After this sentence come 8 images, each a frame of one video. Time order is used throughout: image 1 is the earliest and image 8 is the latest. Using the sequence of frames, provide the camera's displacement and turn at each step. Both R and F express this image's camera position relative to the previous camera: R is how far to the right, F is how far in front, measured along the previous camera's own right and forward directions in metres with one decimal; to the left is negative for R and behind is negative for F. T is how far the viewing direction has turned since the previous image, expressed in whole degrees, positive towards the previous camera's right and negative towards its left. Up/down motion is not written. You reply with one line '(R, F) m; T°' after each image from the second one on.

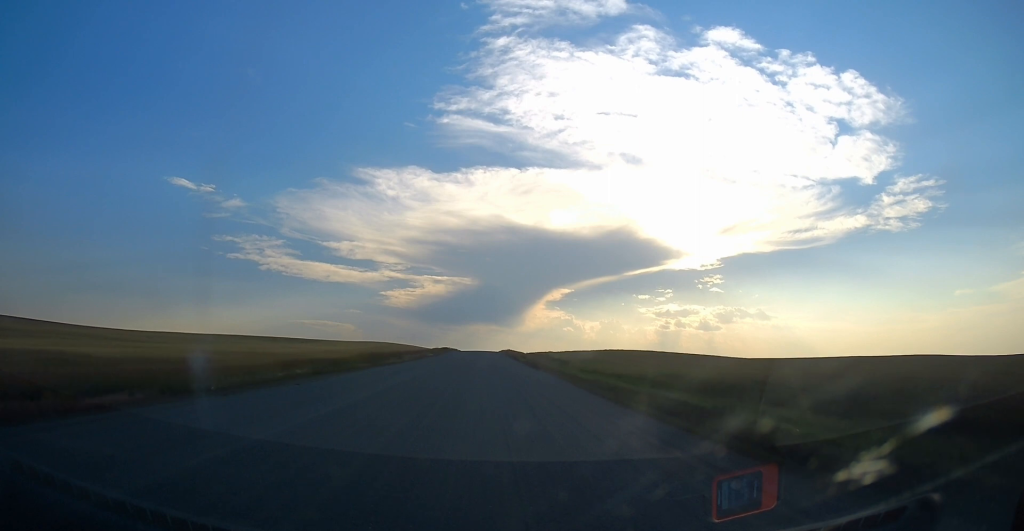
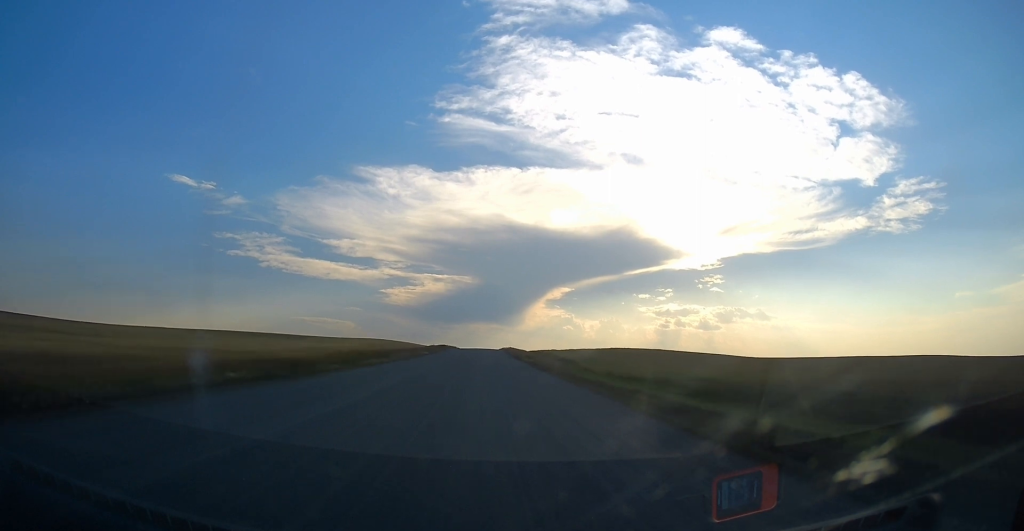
(+0.2, +9.1) m; 0°
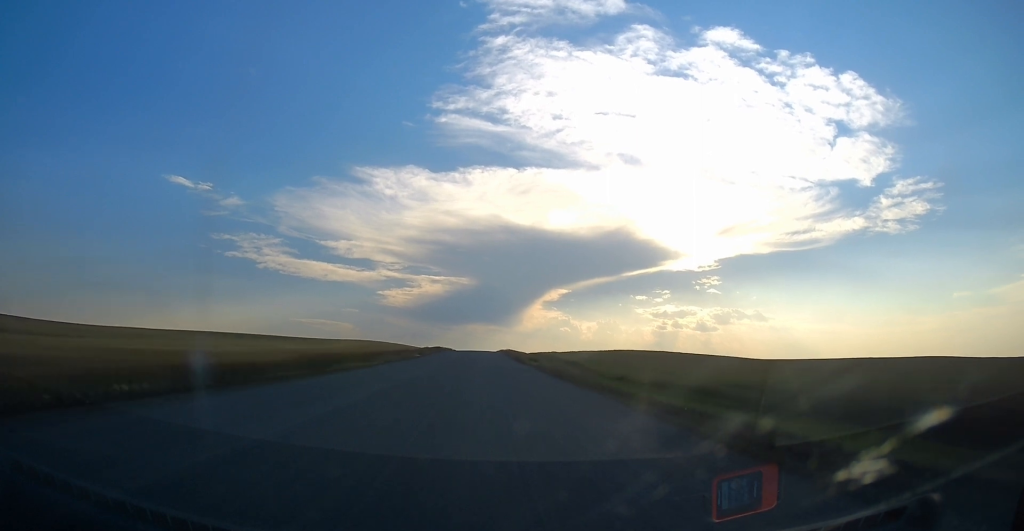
(-0.1, +7.9) m; 0°
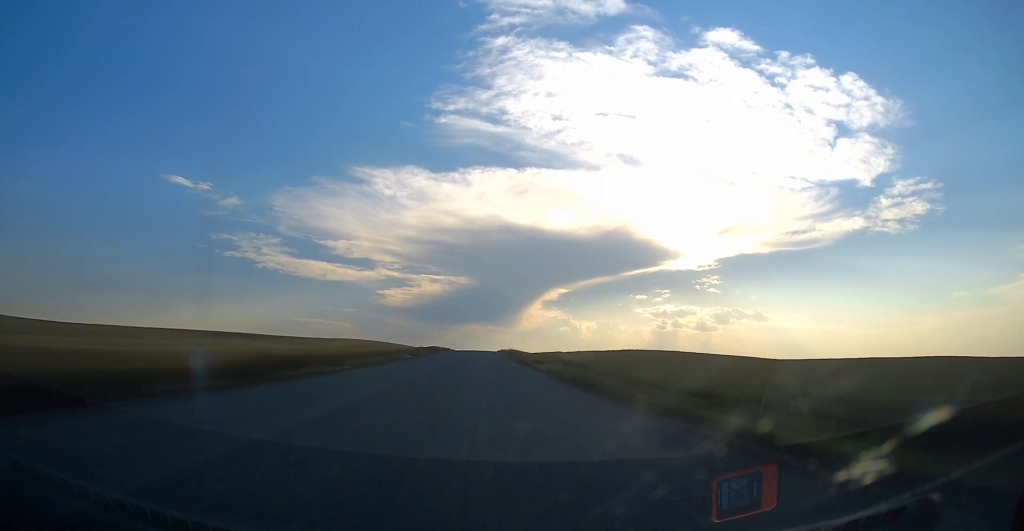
(-0.2, +10.7) m; -1°
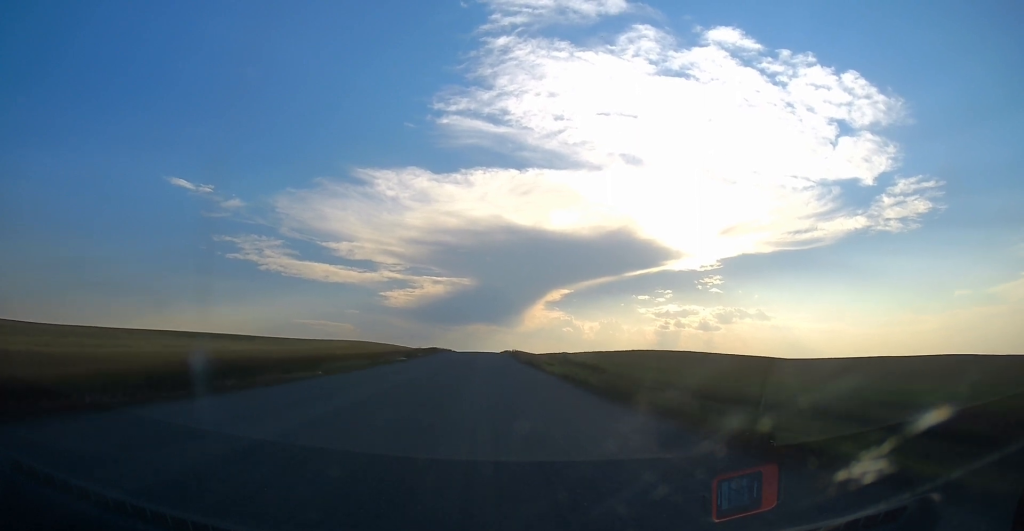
(0.0, +7.2) m; 0°
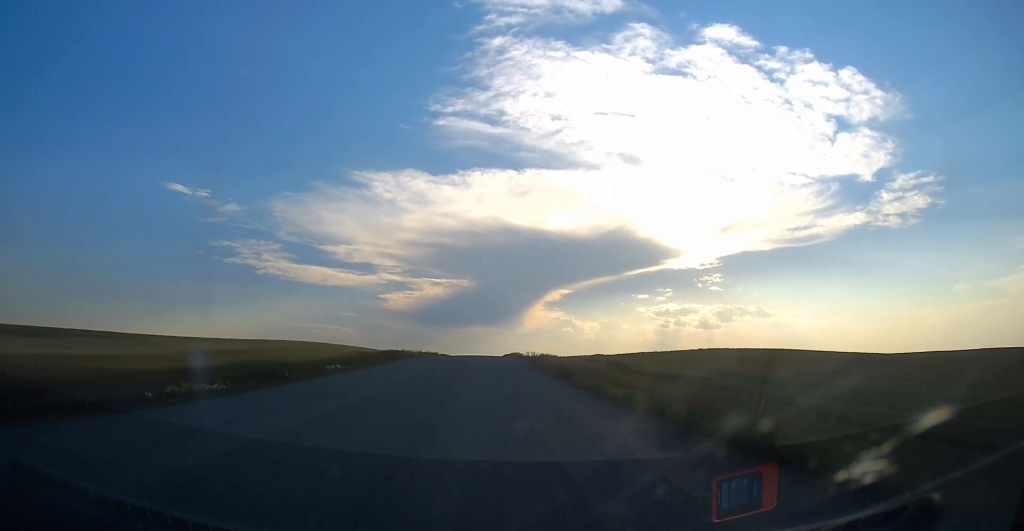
(-0.1, +48.1) m; 0°
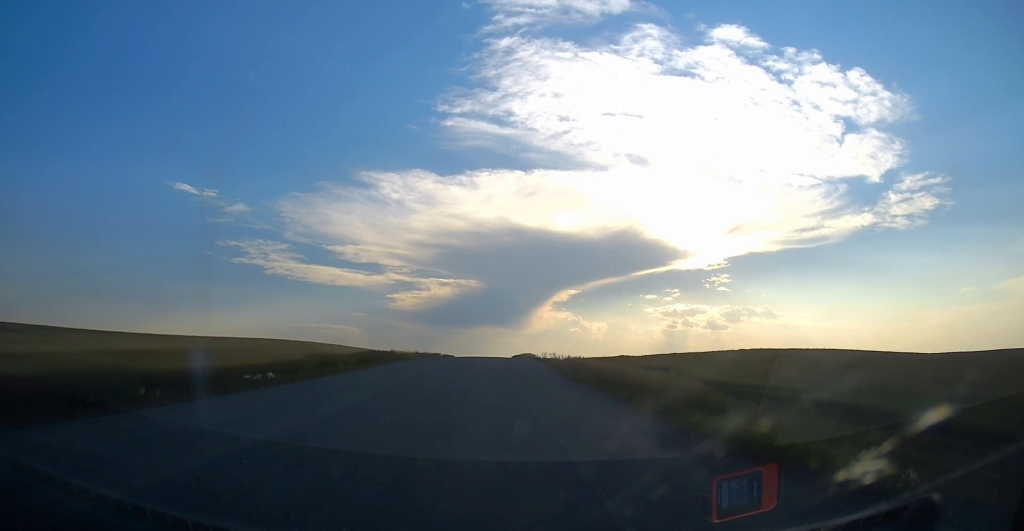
(0.0, +14.2) m; +1°
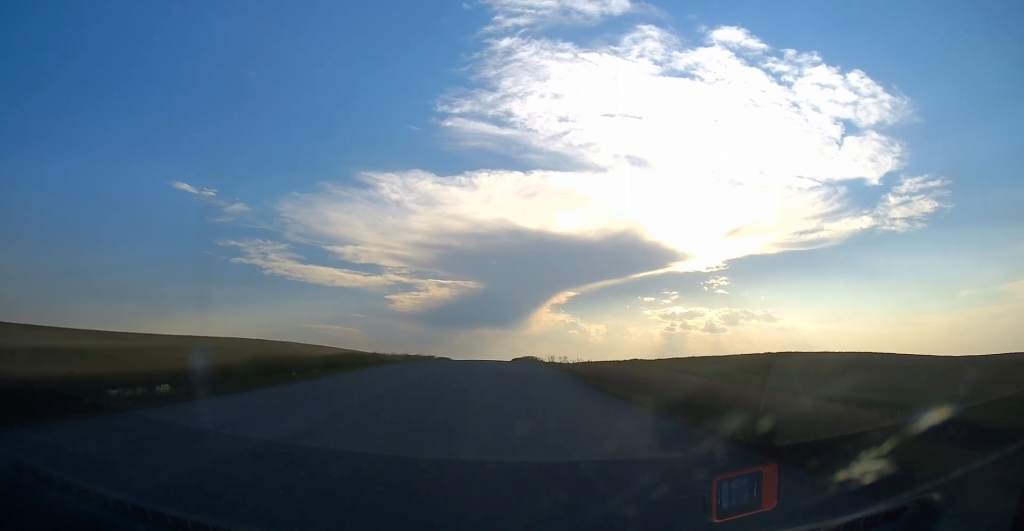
(+0.2, +9.2) m; 0°
